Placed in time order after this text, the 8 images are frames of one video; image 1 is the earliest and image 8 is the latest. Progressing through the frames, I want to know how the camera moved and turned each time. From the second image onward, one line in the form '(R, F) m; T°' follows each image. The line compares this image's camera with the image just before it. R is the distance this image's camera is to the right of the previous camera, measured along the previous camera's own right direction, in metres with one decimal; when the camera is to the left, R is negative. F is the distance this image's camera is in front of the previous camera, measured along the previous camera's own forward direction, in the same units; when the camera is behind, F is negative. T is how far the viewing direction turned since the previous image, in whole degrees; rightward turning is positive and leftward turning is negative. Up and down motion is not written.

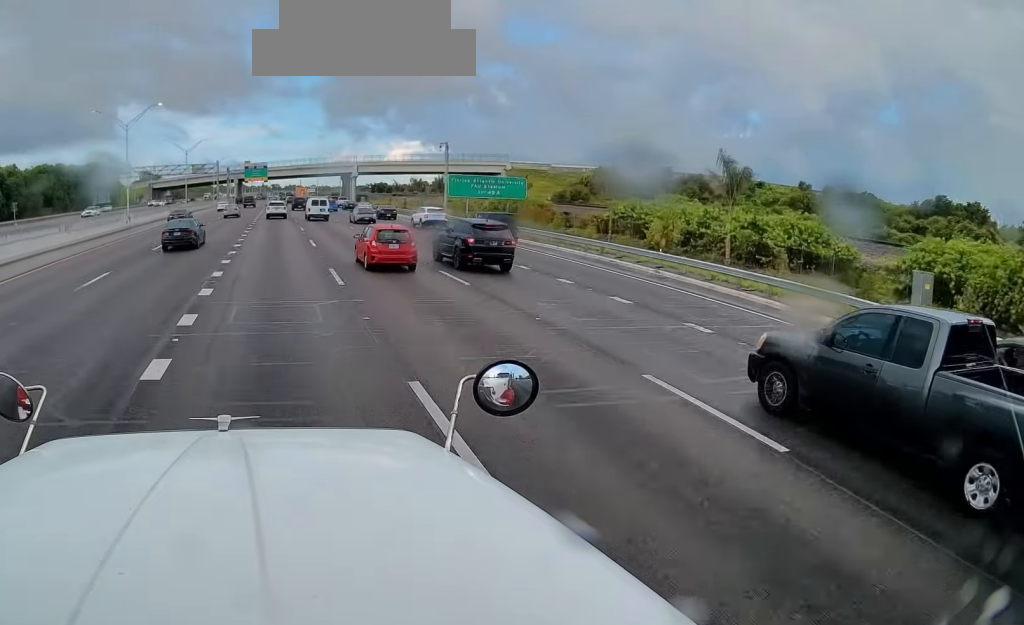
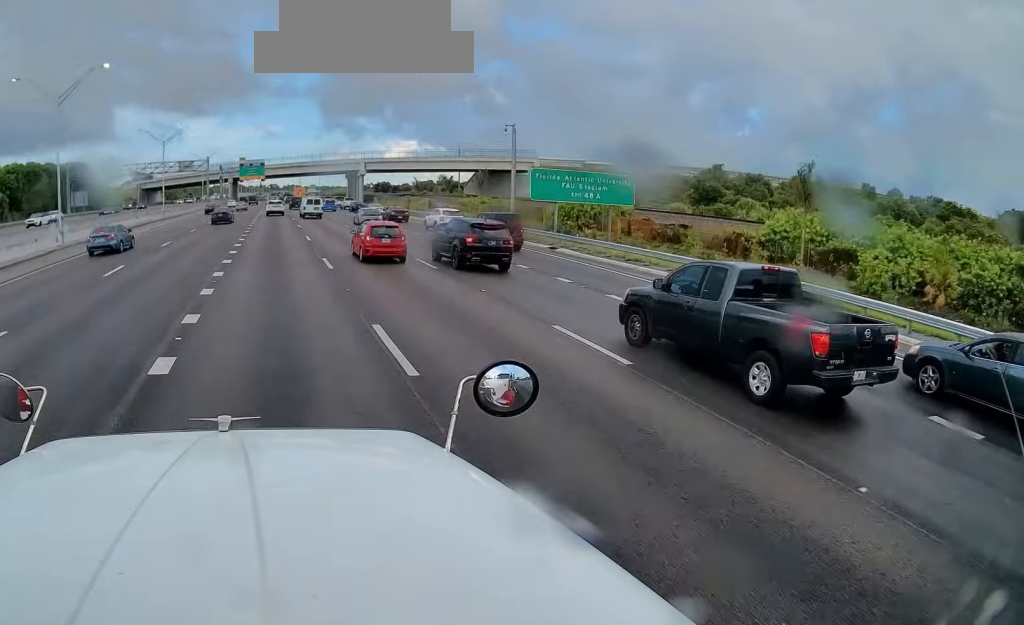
(0.0, +21.8) m; 0°
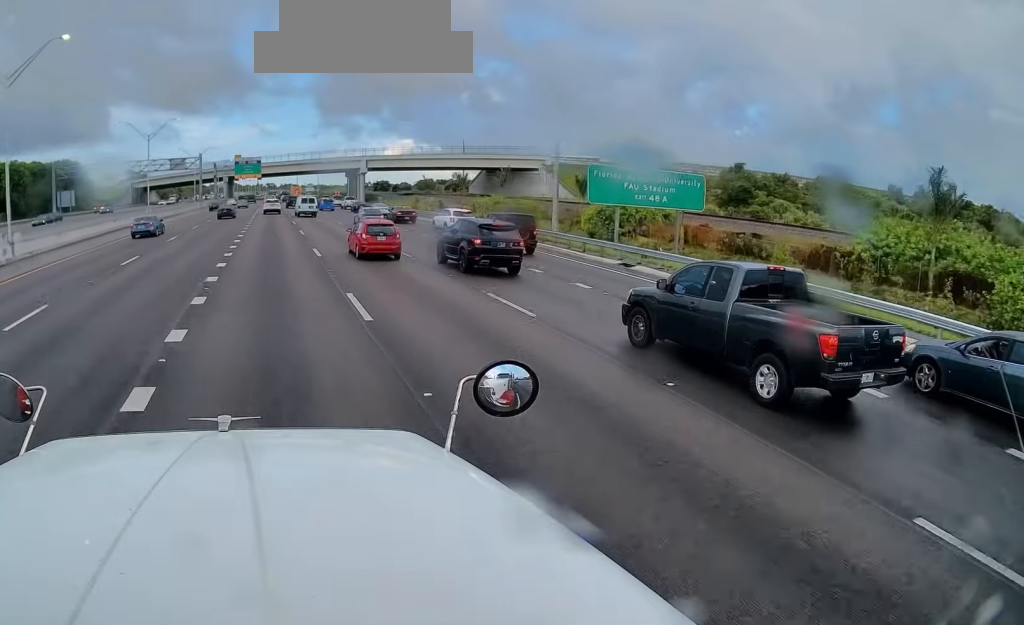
(0.0, +8.7) m; 0°
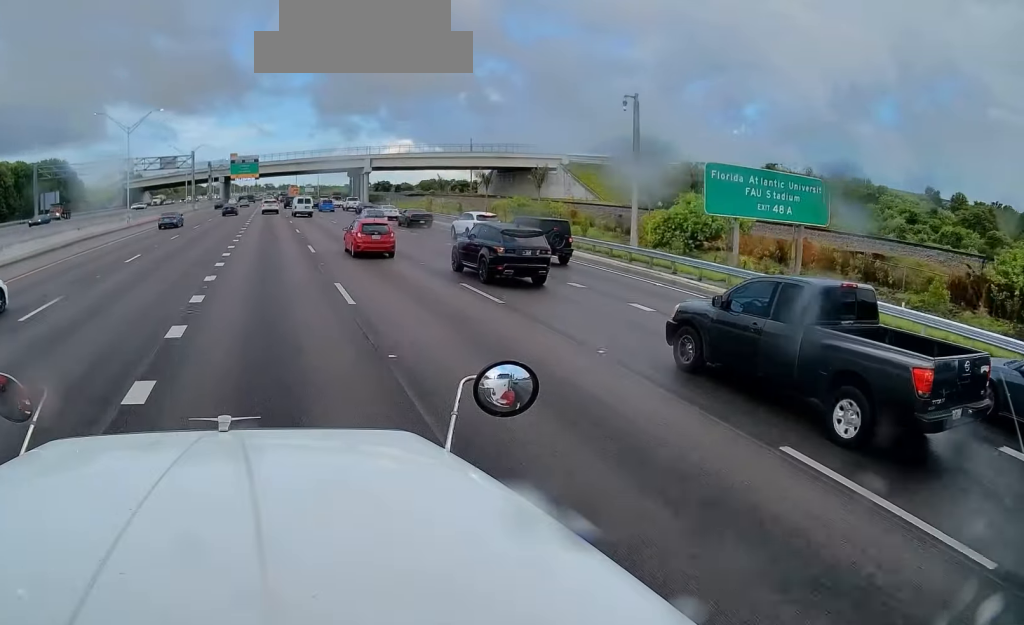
(0.0, +10.2) m; 0°
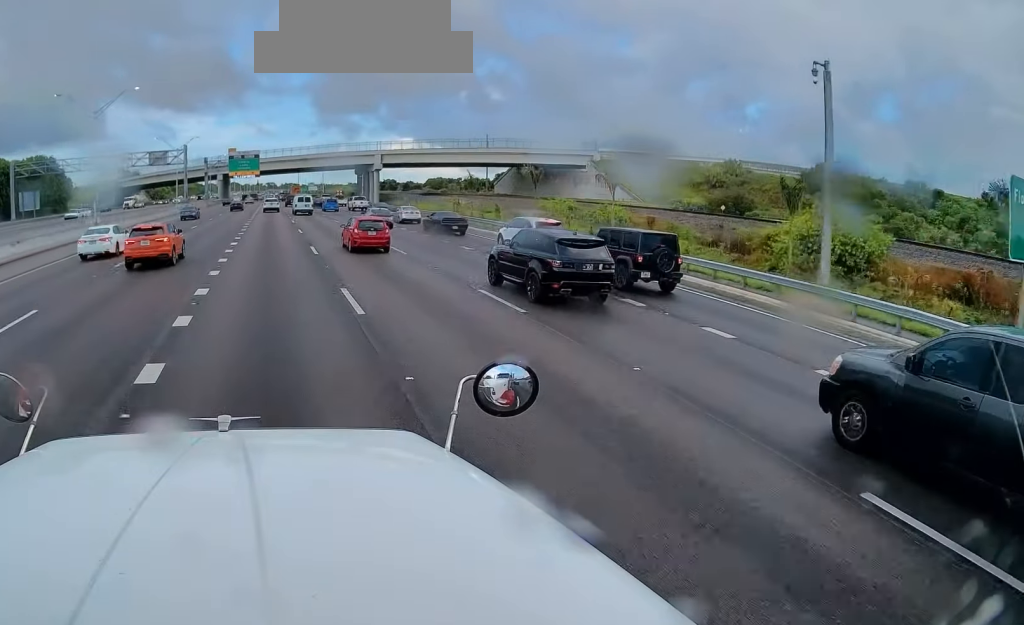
(0.0, +14.3) m; 0°
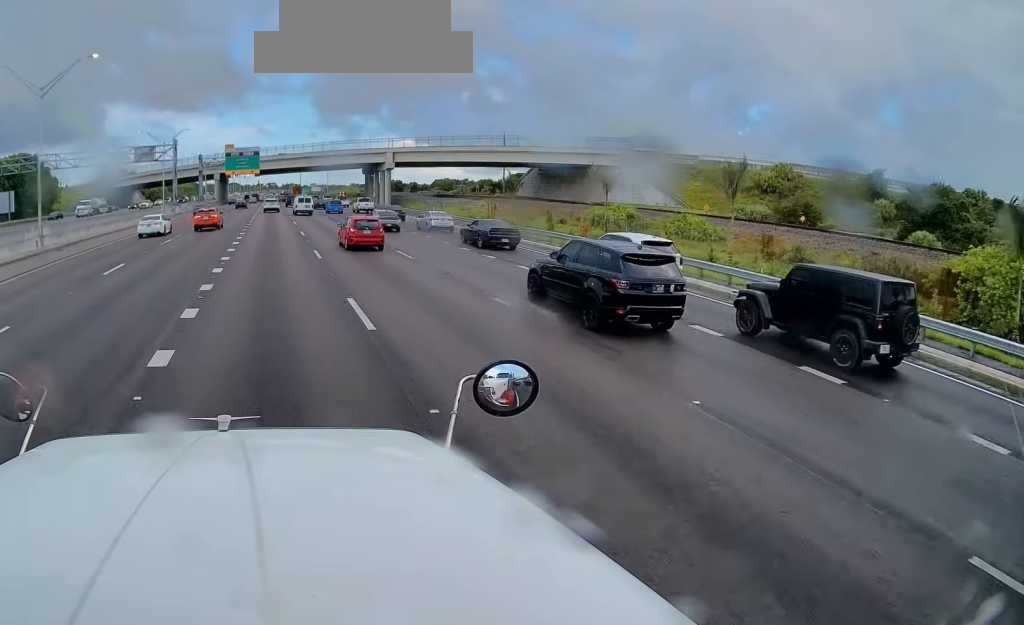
(0.0, +13.7) m; 0°
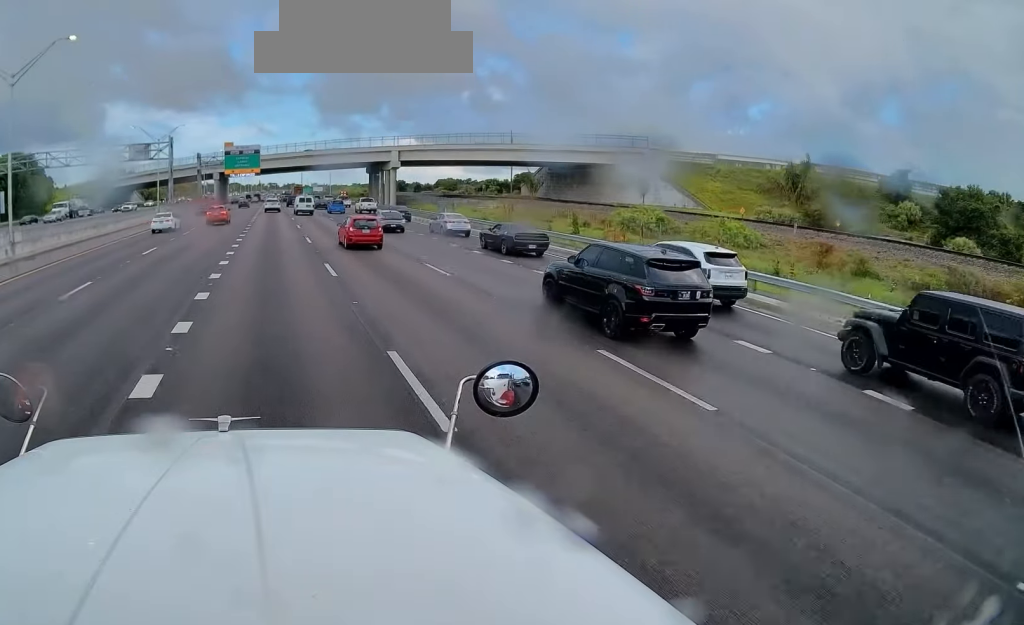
(0.0, +5.4) m; 0°
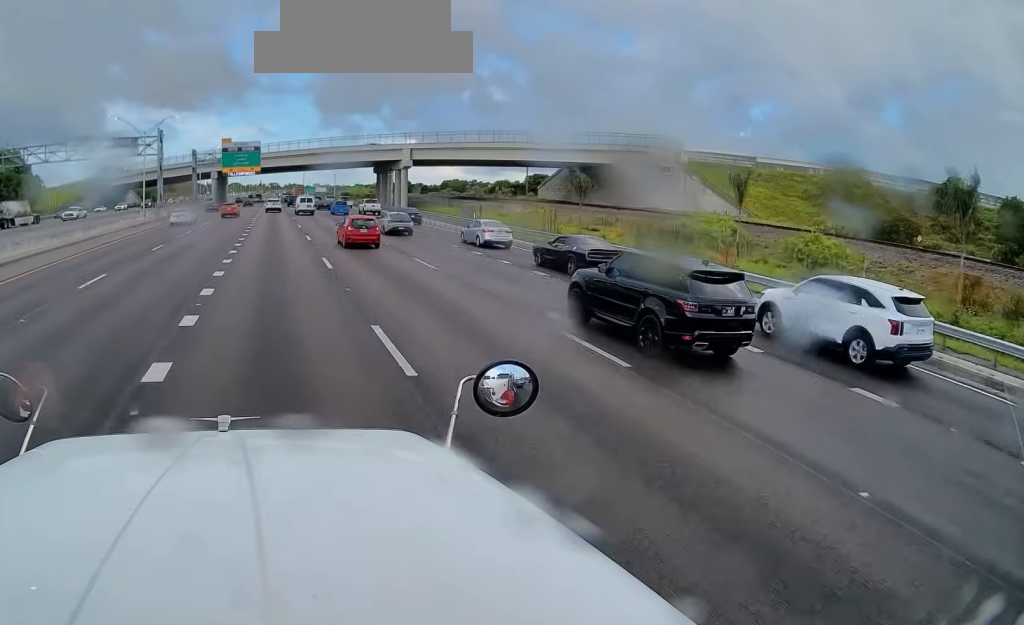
(0.0, +11.0) m; 0°
